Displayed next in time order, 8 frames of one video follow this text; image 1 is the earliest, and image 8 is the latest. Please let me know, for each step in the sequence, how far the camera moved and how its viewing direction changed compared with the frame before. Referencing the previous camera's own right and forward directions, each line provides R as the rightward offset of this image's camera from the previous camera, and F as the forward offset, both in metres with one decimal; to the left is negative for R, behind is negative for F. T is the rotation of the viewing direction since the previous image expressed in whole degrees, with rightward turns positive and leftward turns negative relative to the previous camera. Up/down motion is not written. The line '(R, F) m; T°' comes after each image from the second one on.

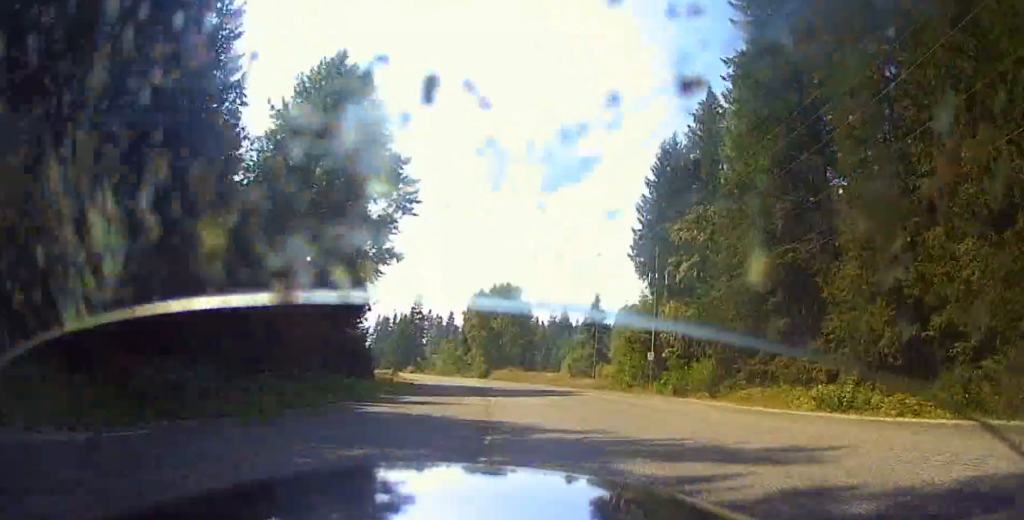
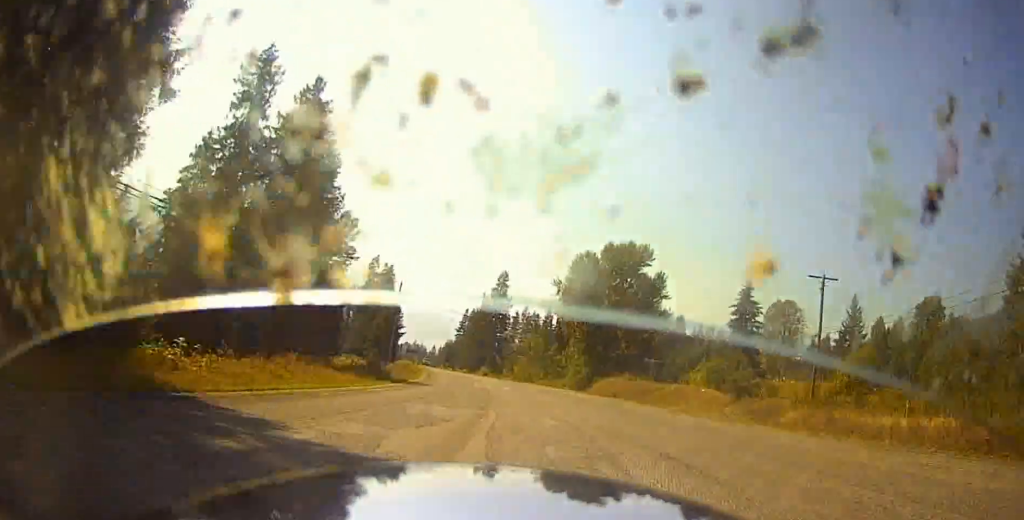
(-8.4, +55.7) m; -14°
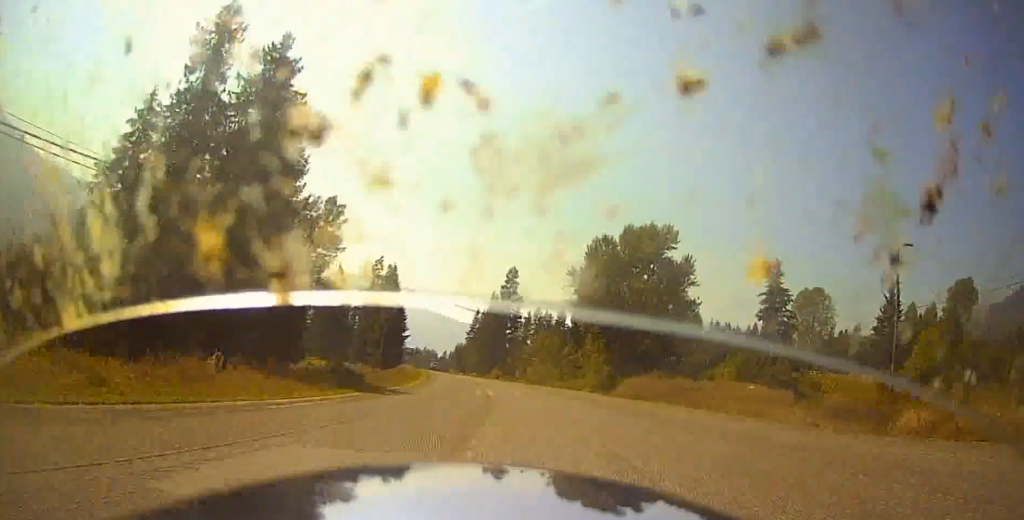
(-0.1, +10.7) m; 0°
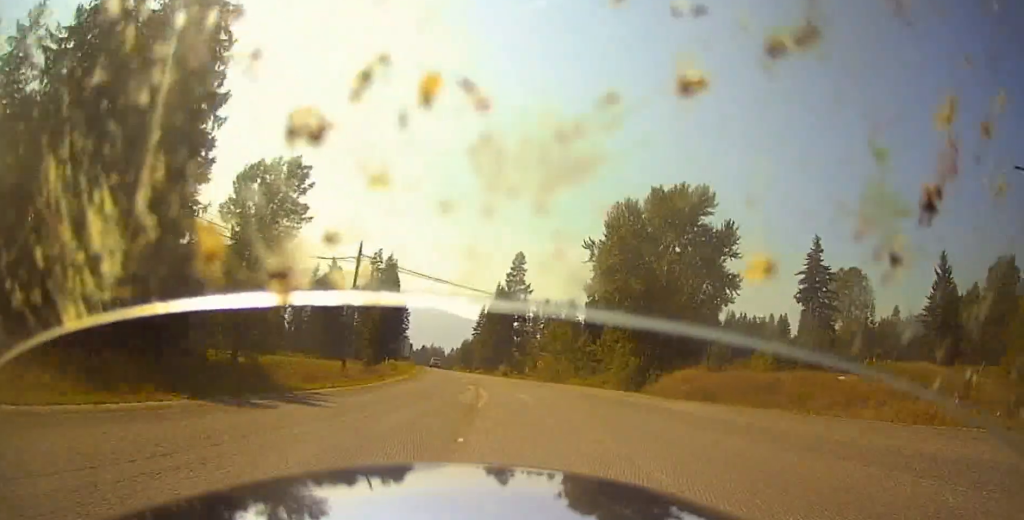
(+0.4, +14.9) m; -1°
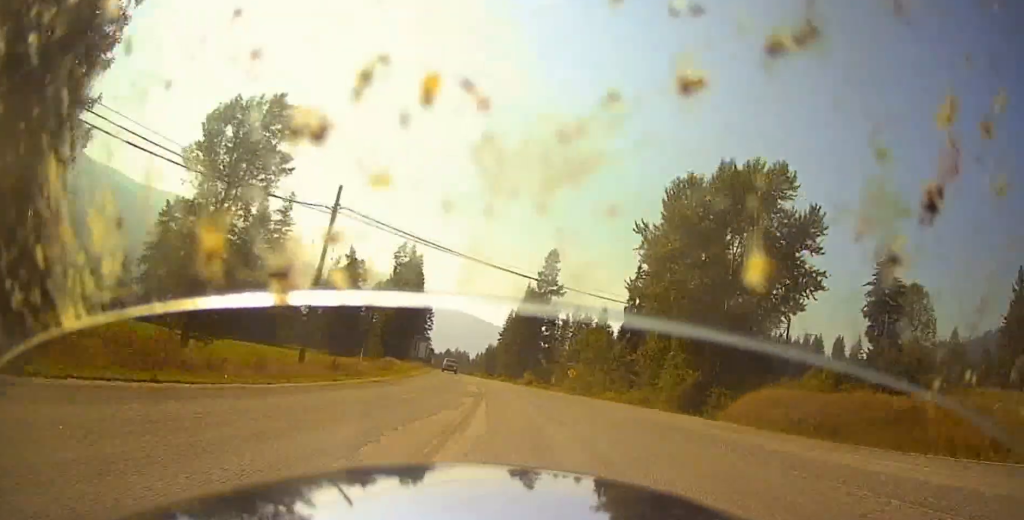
(-0.5, +14.5) m; -1°
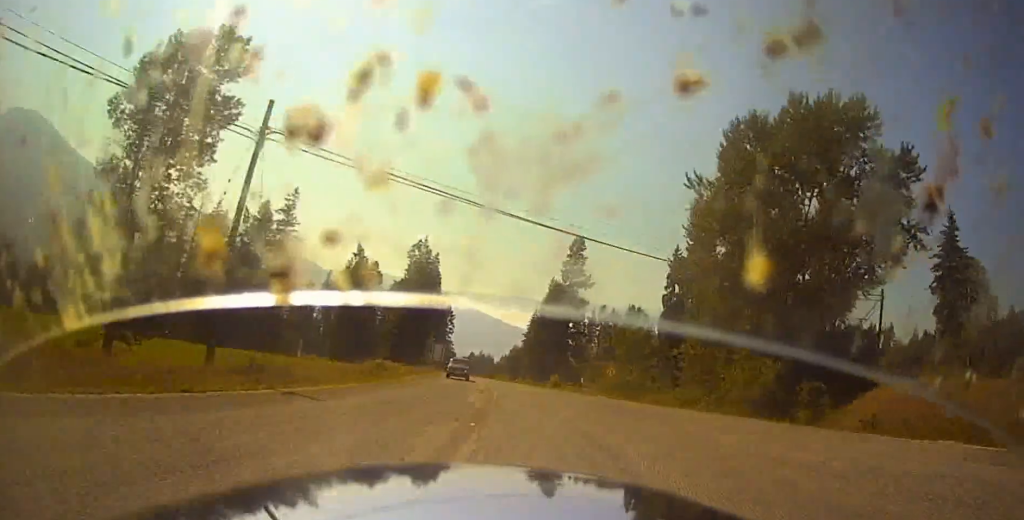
(0.0, +13.6) m; 0°
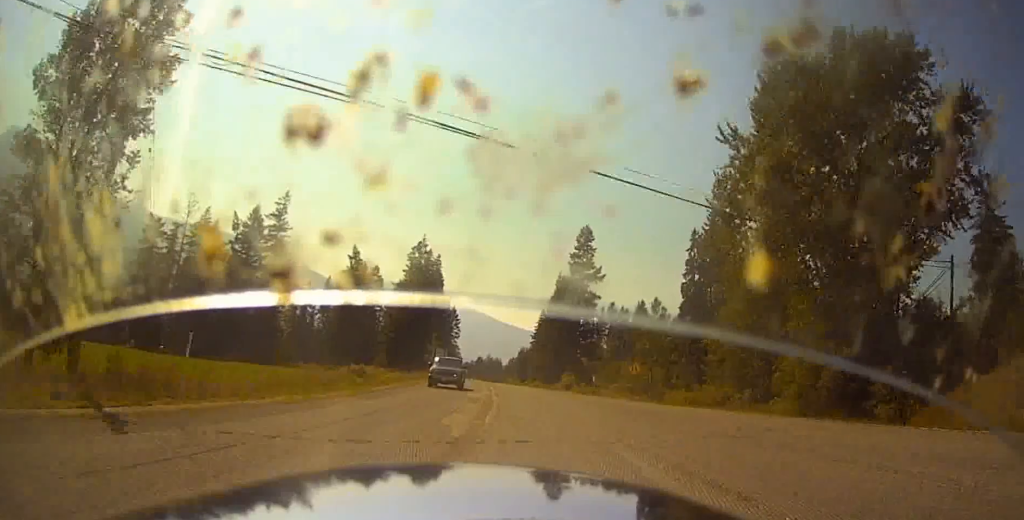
(0.0, +8.7) m; 0°
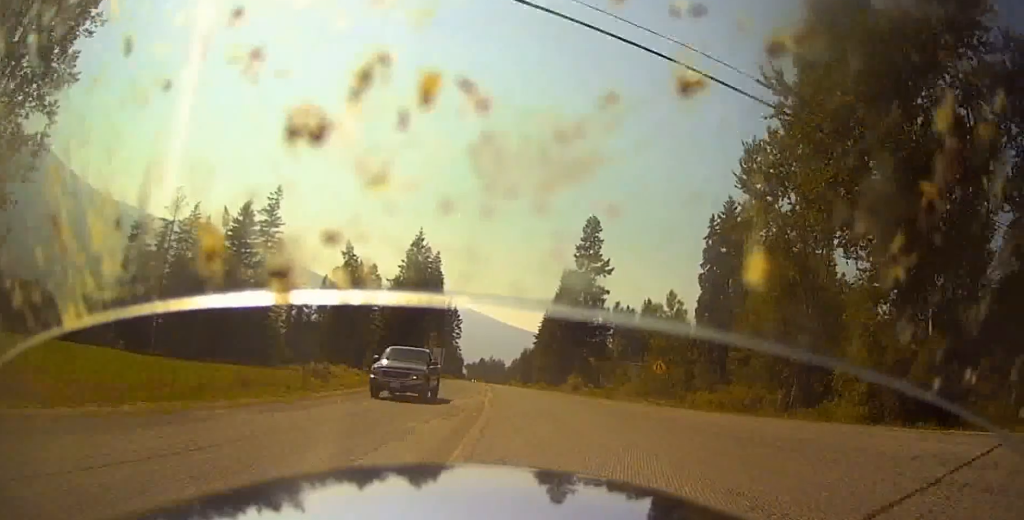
(0.0, +8.1) m; 0°
